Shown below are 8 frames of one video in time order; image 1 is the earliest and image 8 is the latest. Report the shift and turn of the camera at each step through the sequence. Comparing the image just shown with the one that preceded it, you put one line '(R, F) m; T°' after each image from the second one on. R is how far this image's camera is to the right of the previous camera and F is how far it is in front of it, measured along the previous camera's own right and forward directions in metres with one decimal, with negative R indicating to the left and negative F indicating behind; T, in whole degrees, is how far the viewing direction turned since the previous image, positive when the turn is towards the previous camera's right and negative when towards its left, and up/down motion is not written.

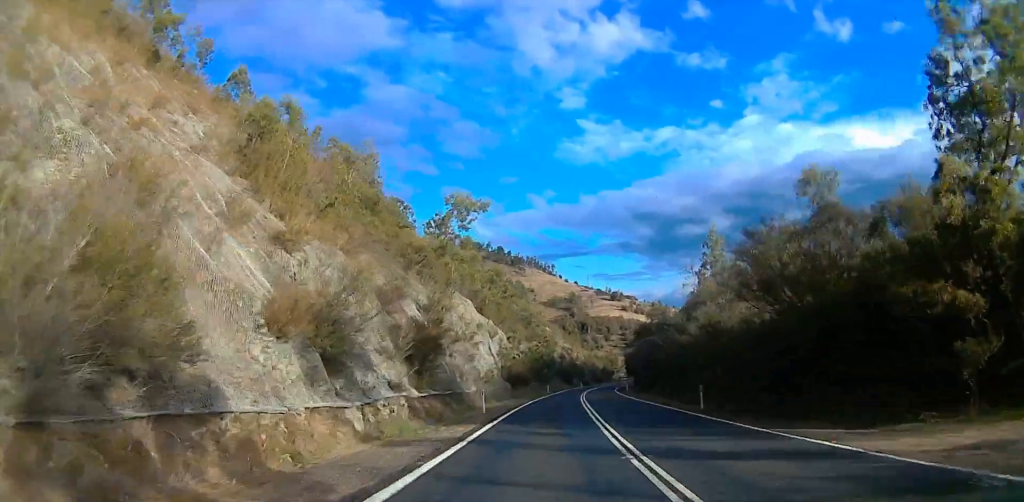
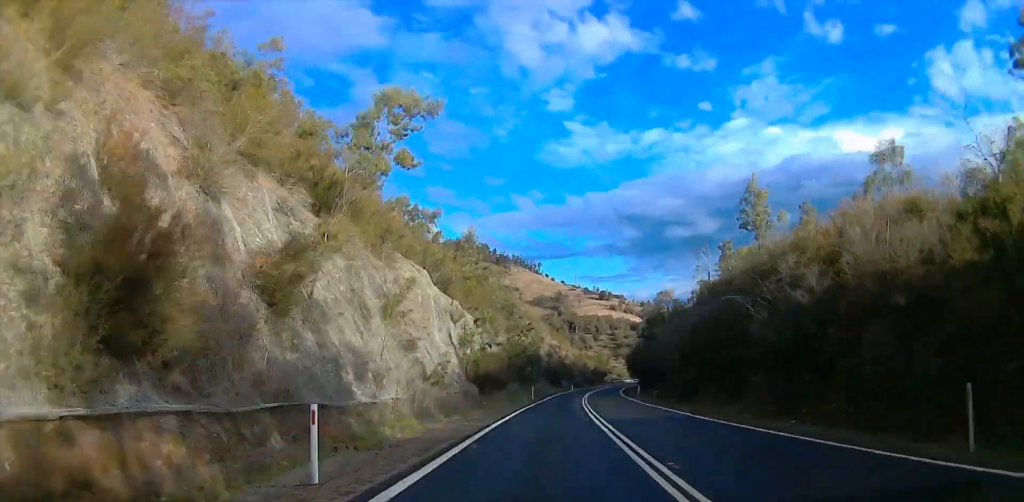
(+0.7, +20.2) m; +3°
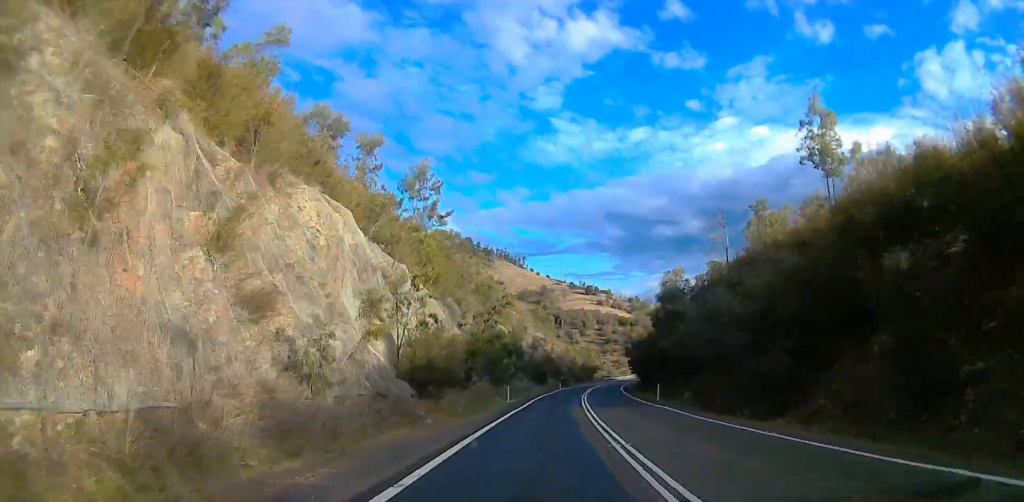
(+0.6, +18.0) m; +2°
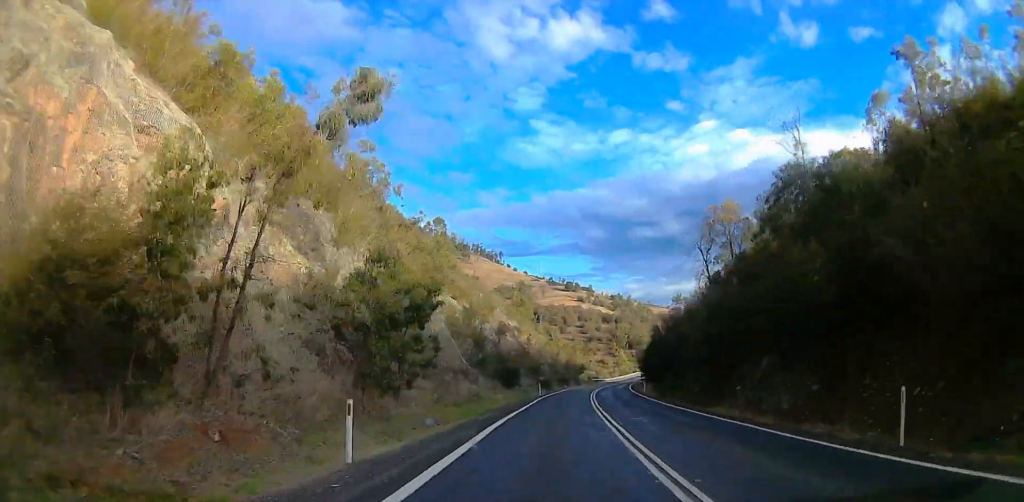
(-0.1, +31.7) m; +1°
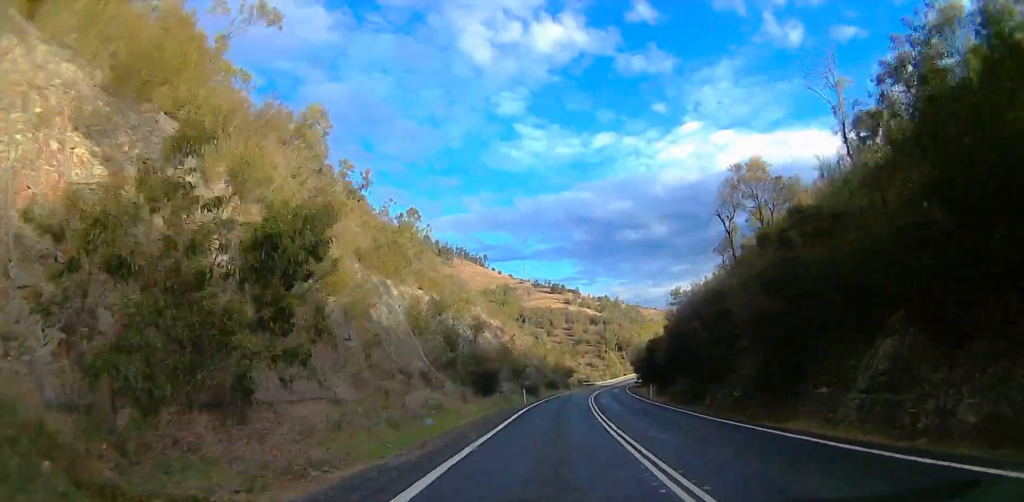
(0.0, +10.5) m; +1°
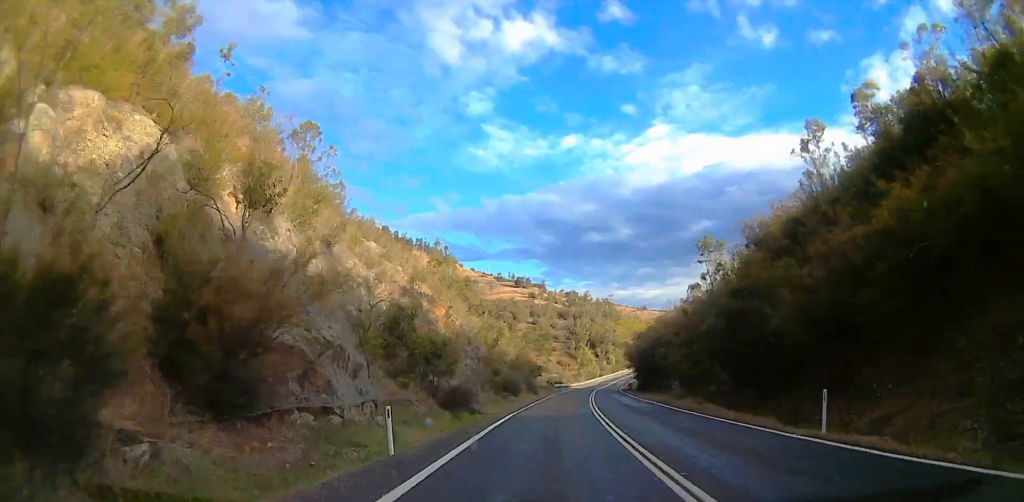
(+1.4, +36.7) m; +4°
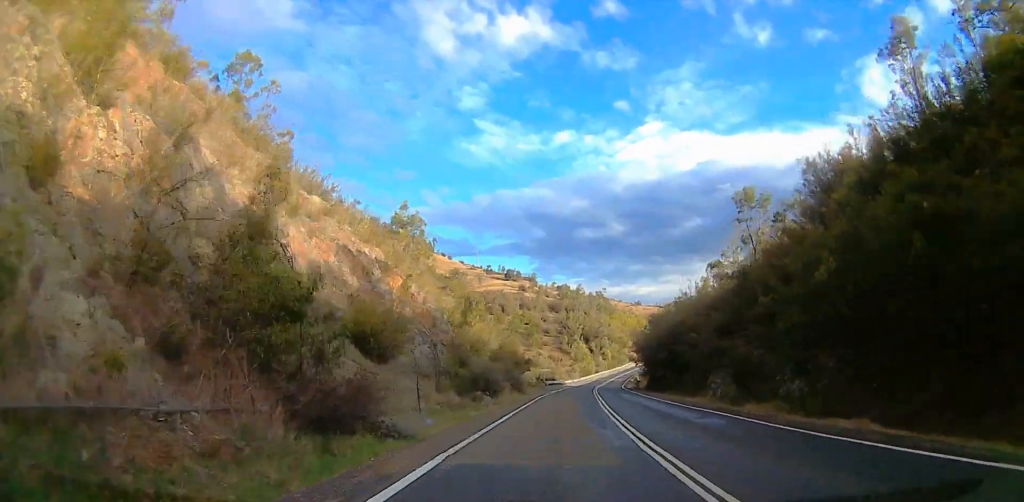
(0.0, +15.8) m; 0°
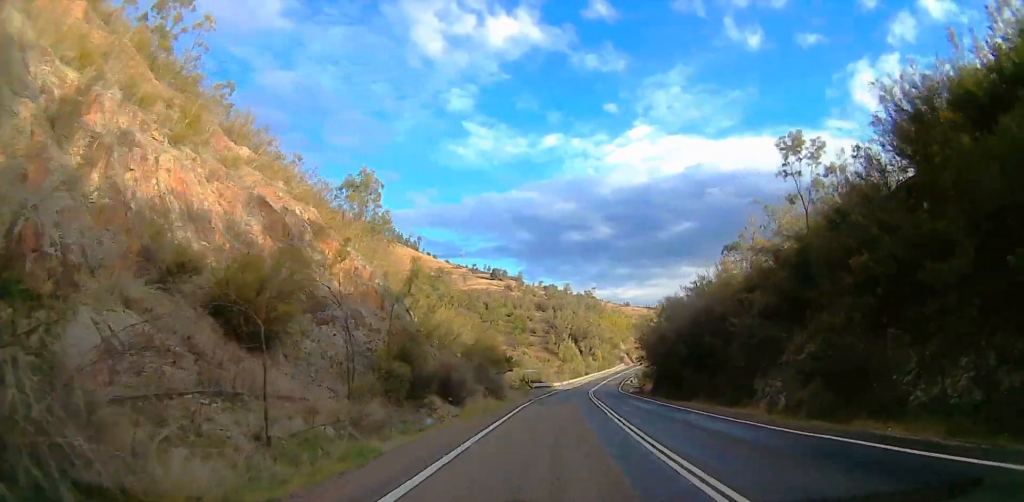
(0.0, +12.7) m; 0°
